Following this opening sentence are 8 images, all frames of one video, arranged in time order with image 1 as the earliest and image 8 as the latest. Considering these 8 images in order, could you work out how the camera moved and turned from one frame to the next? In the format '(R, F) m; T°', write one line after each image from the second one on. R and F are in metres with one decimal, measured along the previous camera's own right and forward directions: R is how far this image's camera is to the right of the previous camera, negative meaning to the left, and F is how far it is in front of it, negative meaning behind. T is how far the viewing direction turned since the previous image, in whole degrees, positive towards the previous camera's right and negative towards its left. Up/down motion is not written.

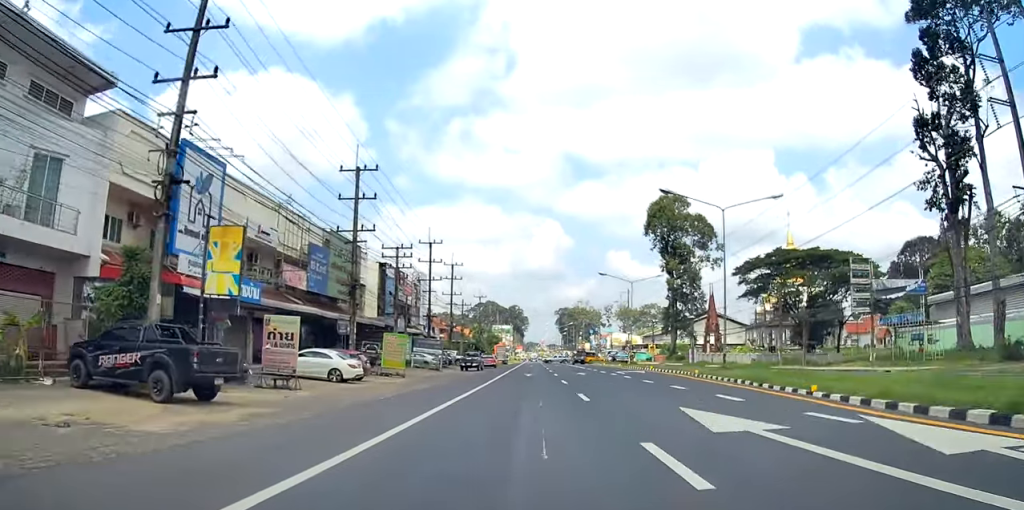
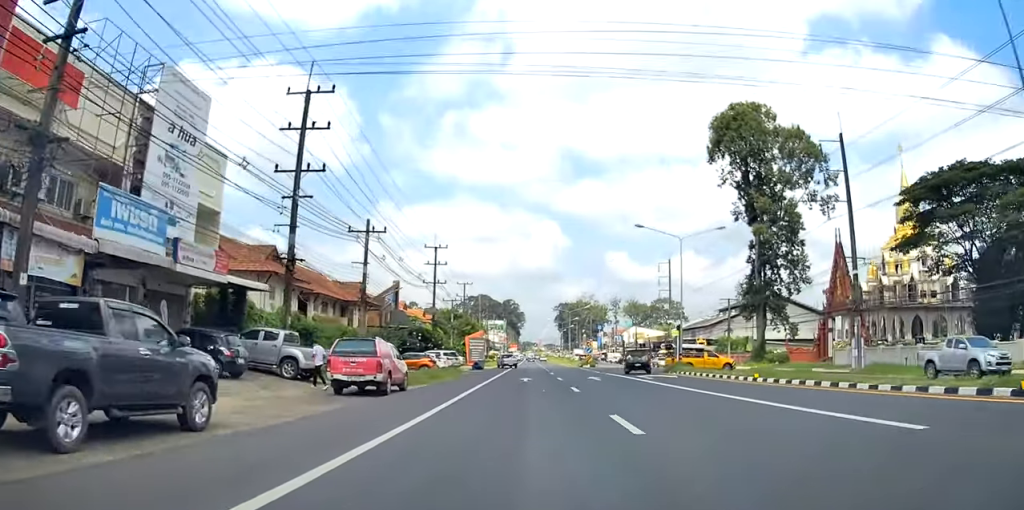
(-0.7, +61.5) m; -1°
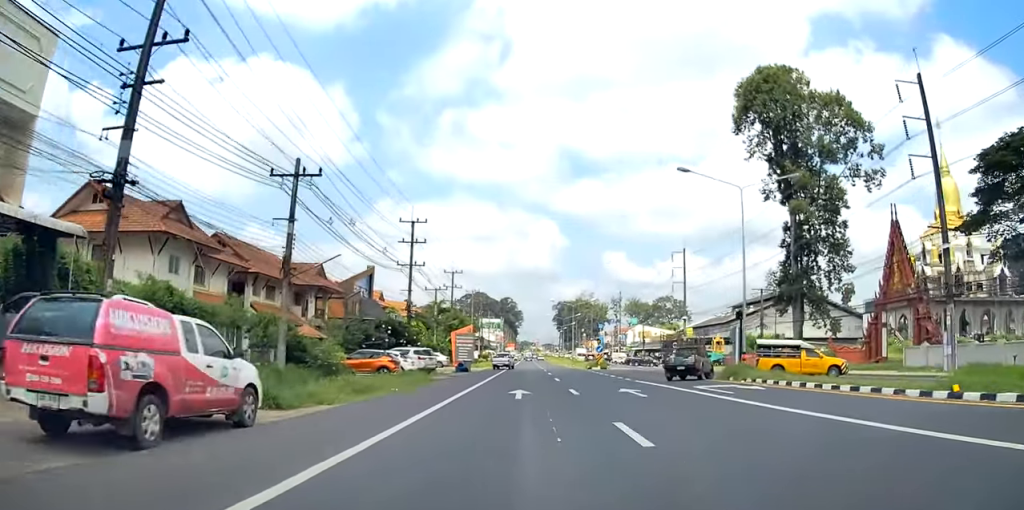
(+0.2, +14.2) m; 0°
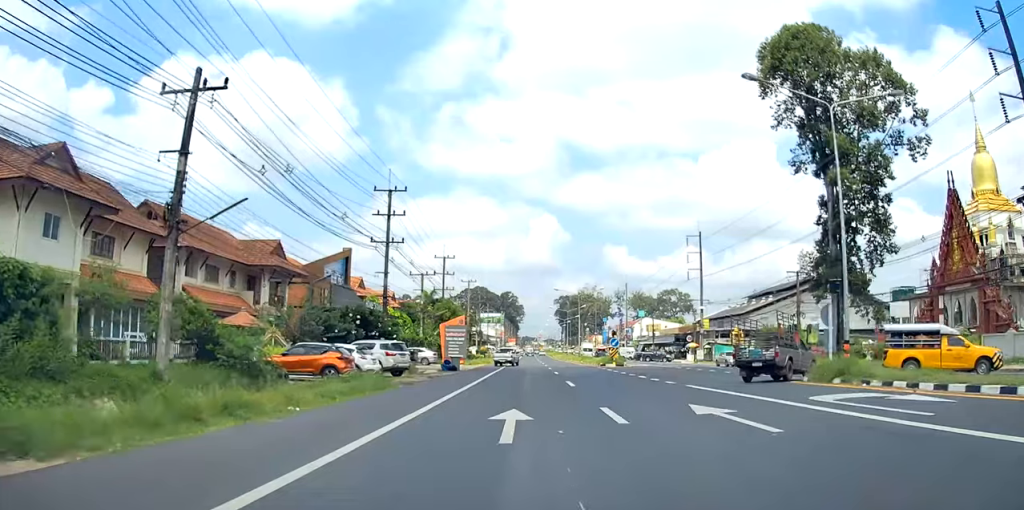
(-0.1, +10.9) m; 0°
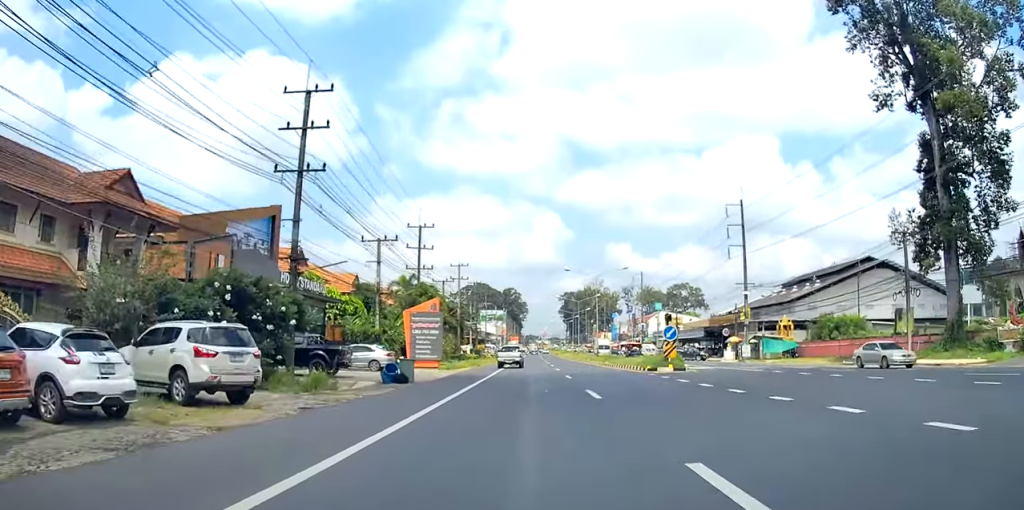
(0.0, +20.9) m; 0°
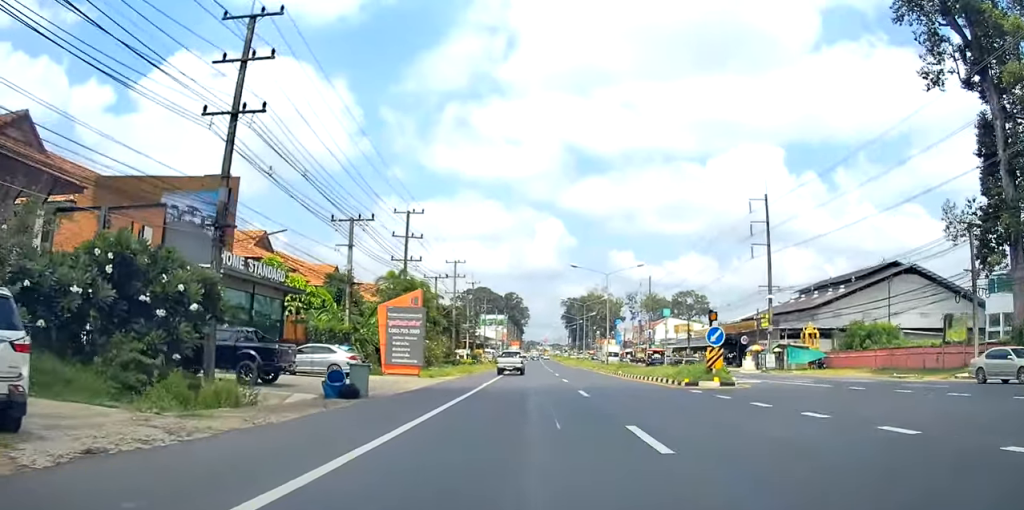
(0.0, +9.0) m; 0°
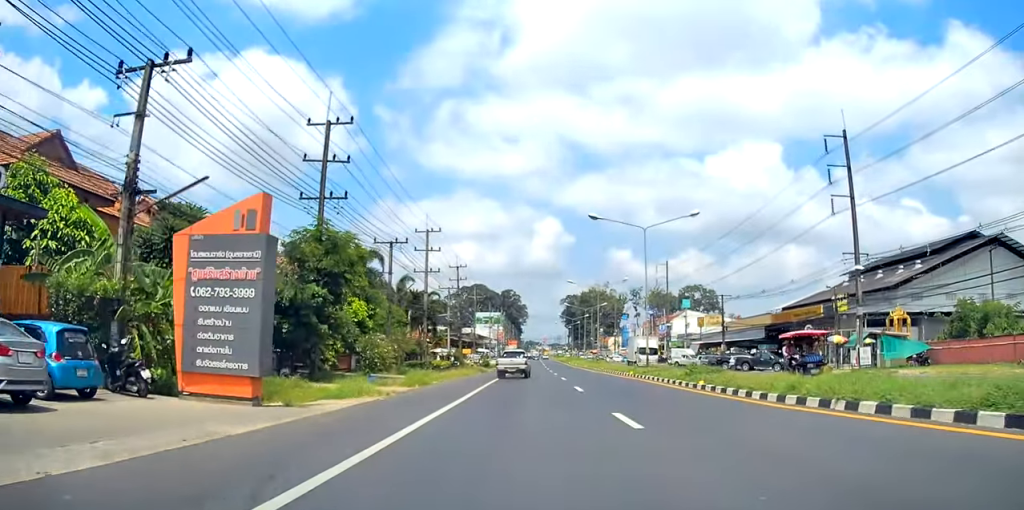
(+0.2, +24.1) m; 0°
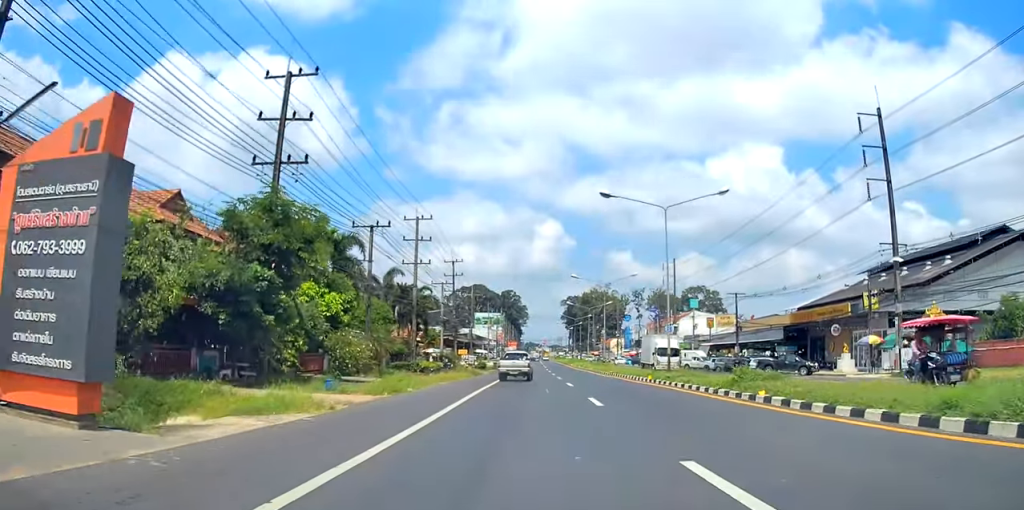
(0.0, +6.5) m; 0°
